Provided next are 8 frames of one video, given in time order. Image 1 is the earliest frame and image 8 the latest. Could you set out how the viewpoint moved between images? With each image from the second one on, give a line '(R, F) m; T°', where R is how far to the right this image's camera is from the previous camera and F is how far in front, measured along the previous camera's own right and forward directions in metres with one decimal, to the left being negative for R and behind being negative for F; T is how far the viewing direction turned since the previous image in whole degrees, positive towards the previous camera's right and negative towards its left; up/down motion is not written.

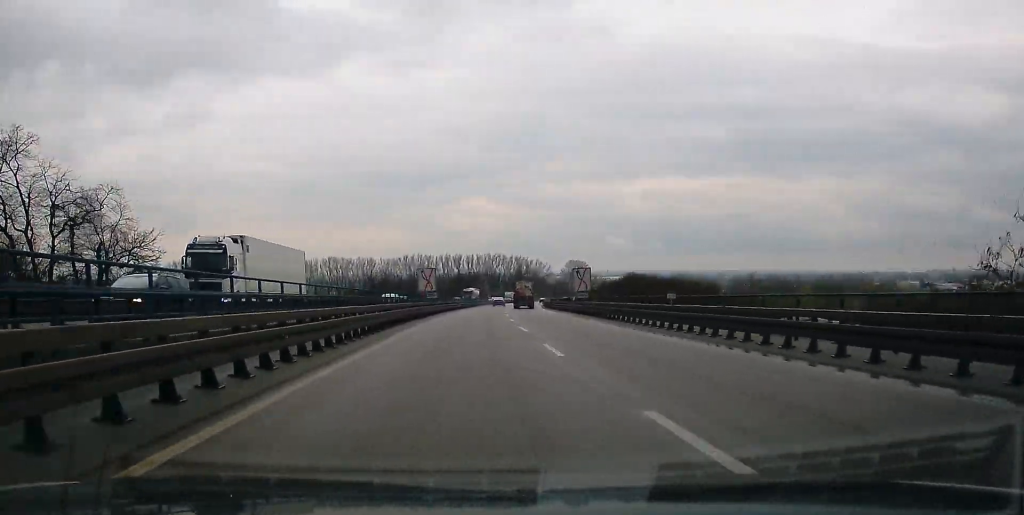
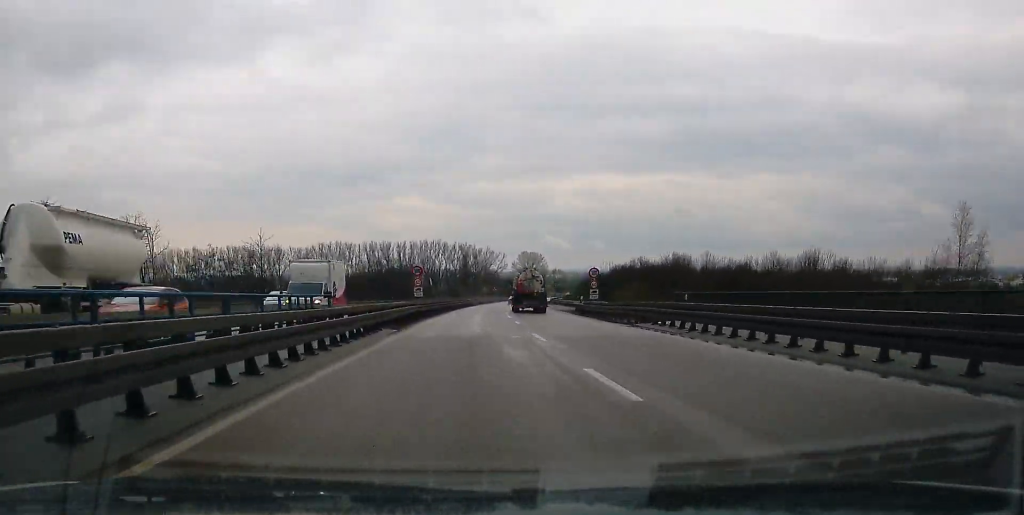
(+4.7, +100.8) m; +5°
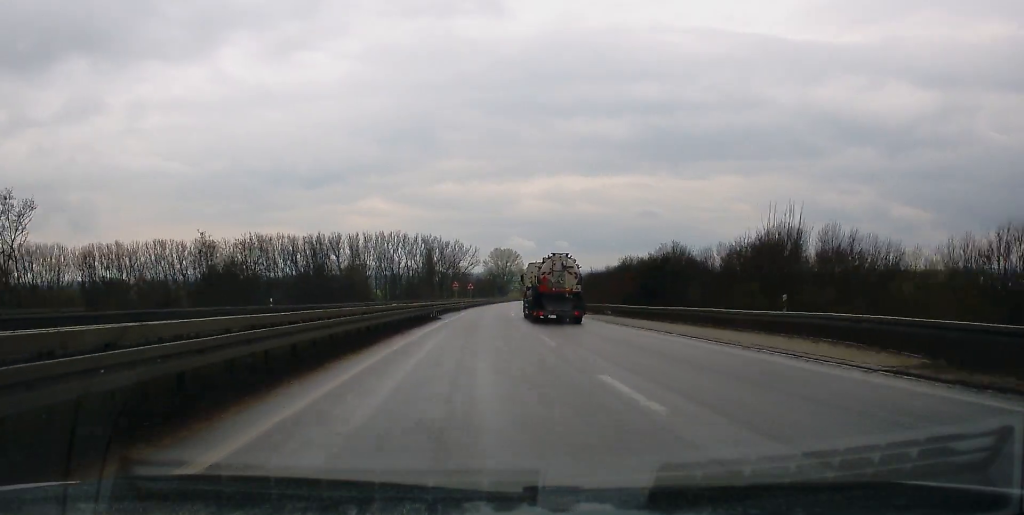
(+1.4, +61.8) m; +3°
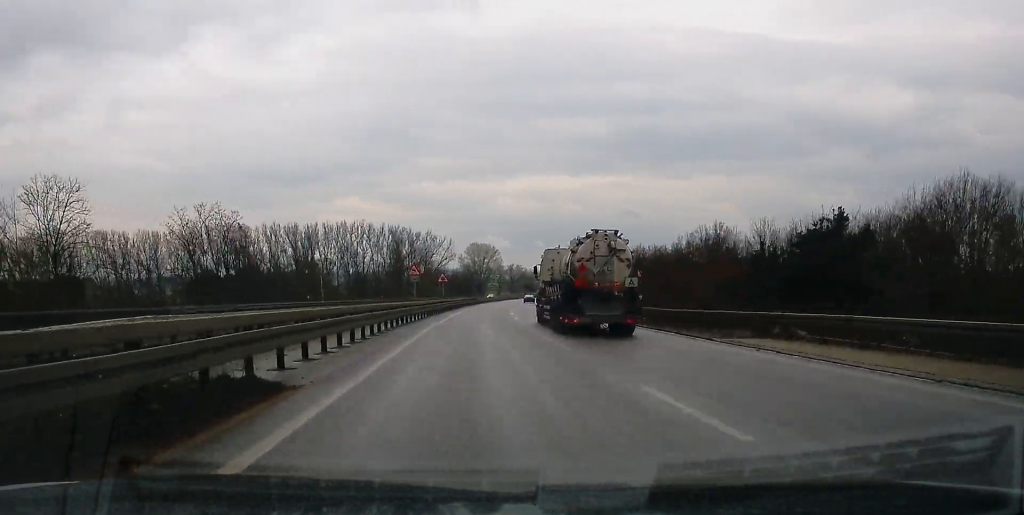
(+0.6, +38.1) m; +2°
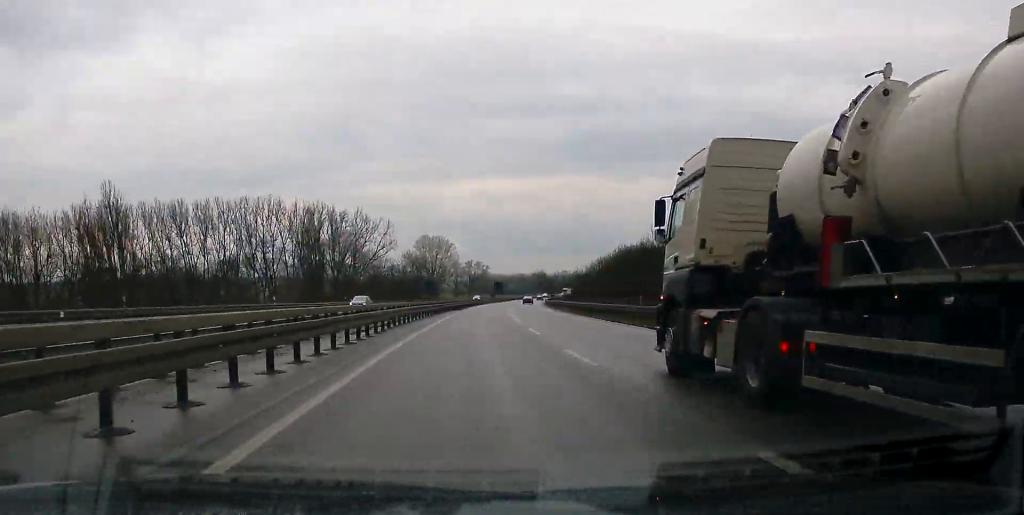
(+2.2, +77.2) m; +3°
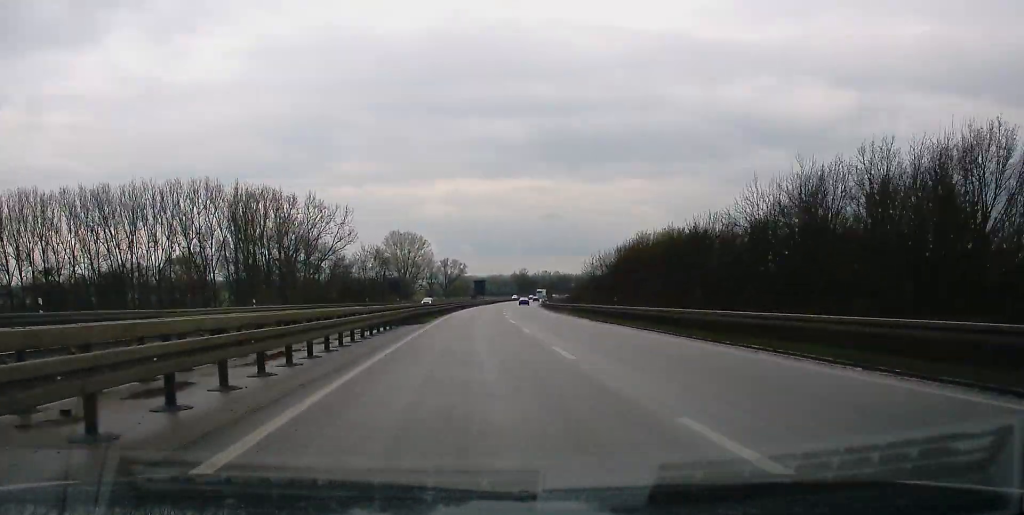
(0.0, +34.9) m; +2°
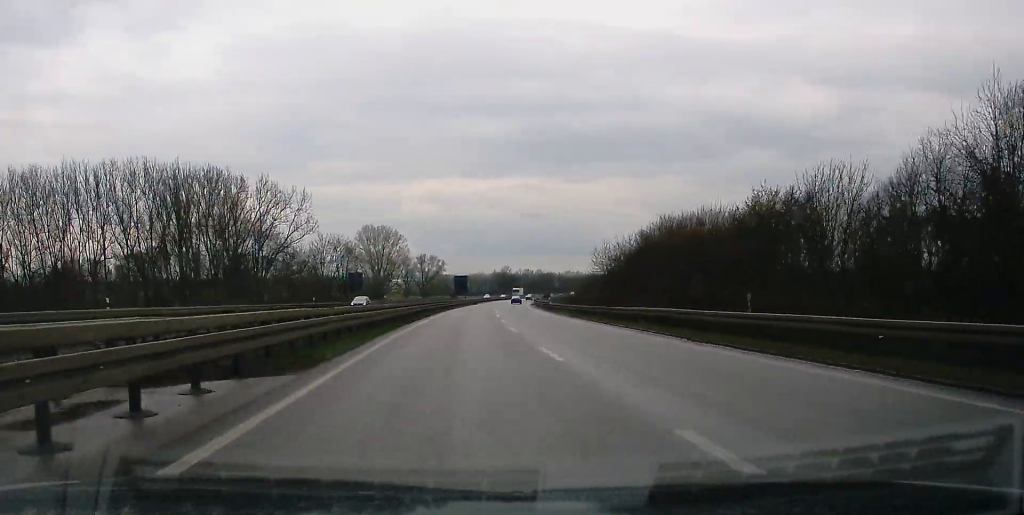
(+0.7, +24.6) m; +1°
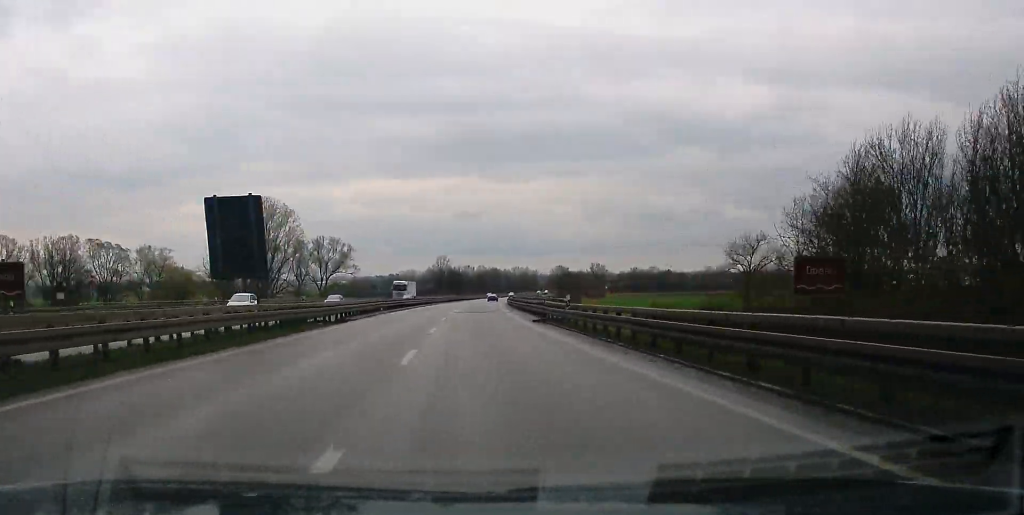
(+3.7, +96.5) m; +4°
